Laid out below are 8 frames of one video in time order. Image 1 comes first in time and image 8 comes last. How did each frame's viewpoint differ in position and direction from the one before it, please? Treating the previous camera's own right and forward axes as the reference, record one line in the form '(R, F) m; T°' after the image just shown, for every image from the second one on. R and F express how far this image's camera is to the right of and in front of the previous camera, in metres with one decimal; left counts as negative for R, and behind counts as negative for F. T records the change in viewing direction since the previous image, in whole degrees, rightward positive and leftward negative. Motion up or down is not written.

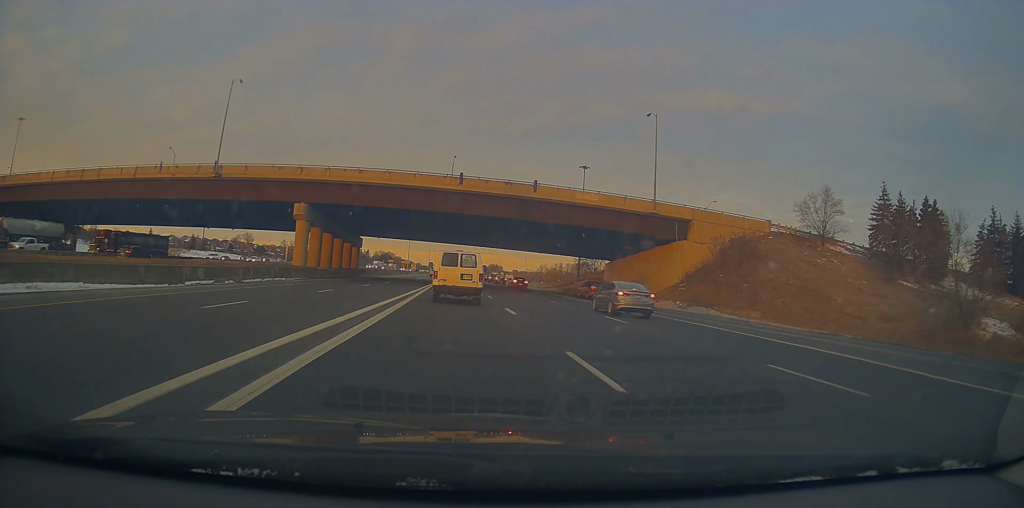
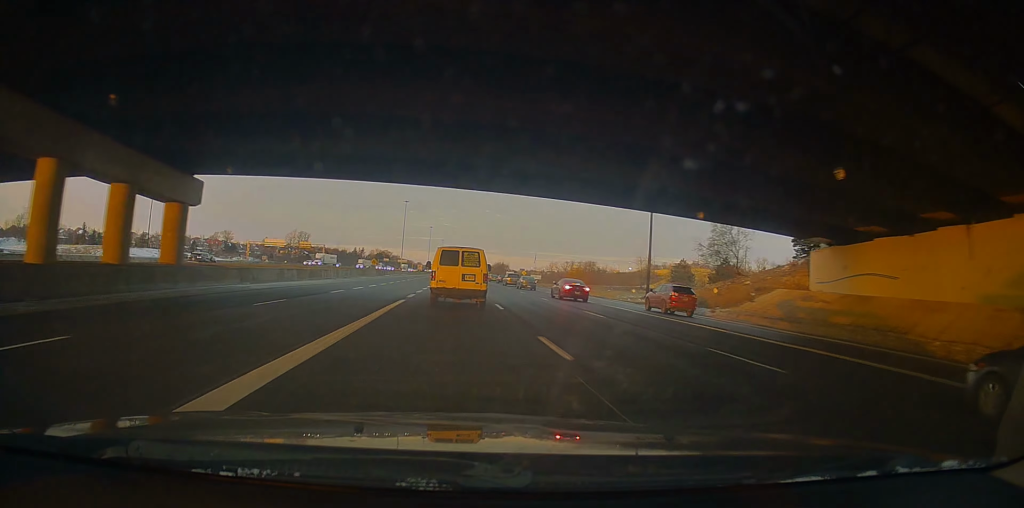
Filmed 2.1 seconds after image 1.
(+1.0, +59.9) m; +1°
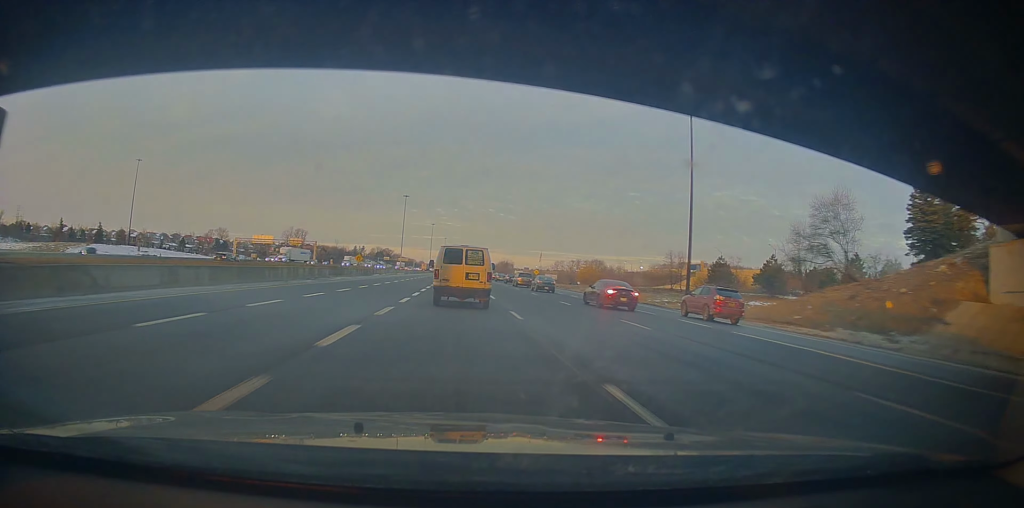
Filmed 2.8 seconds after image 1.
(-0.3, +18.7) m; 0°
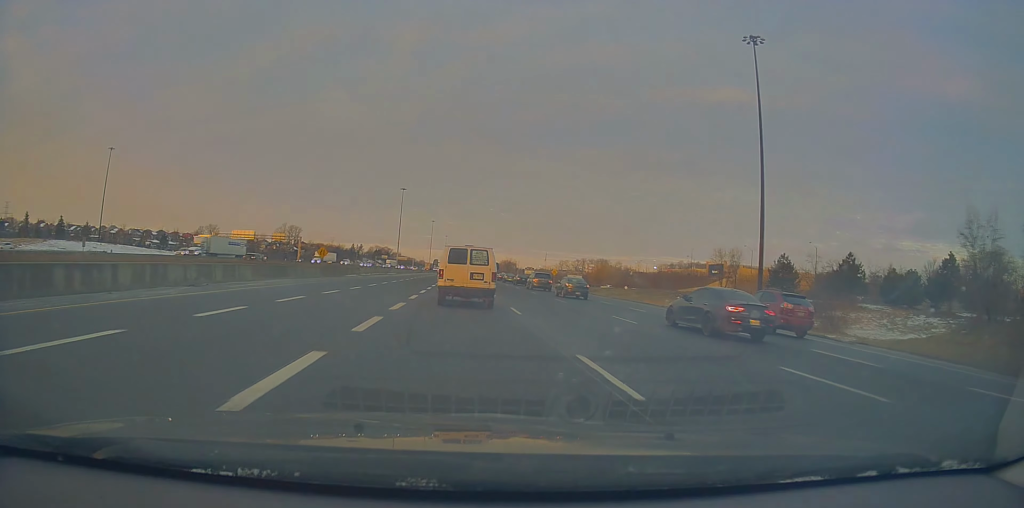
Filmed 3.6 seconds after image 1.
(+0.4, +23.2) m; 0°
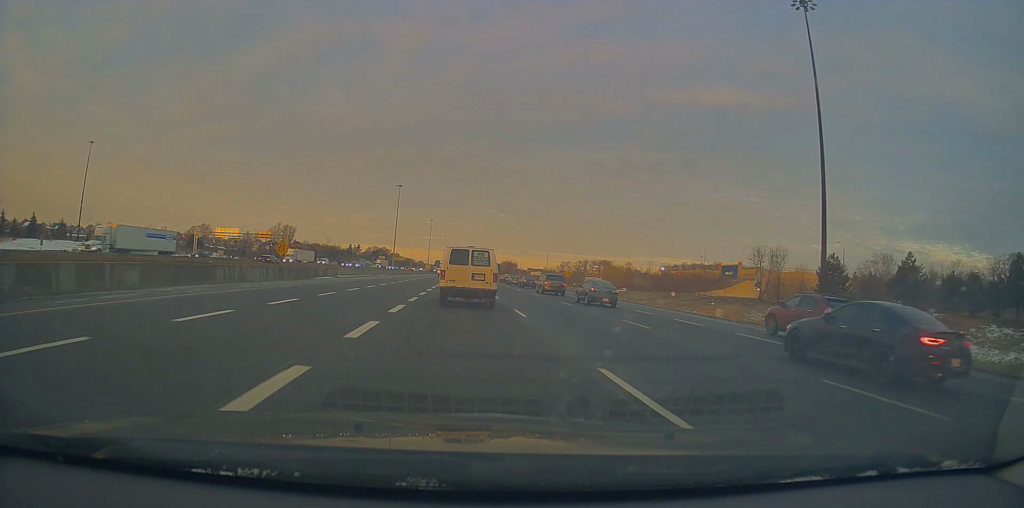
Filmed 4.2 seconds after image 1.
(-0.1, +13.2) m; -1°
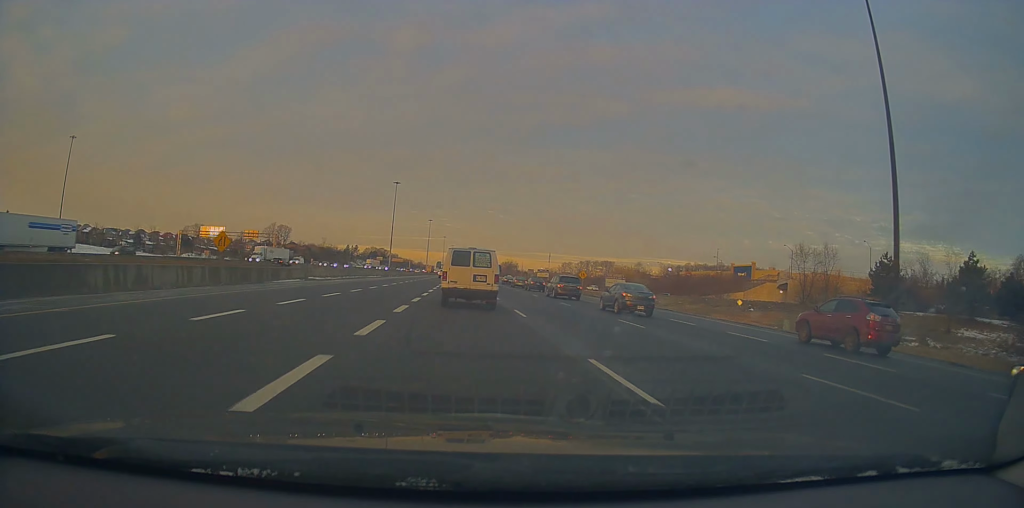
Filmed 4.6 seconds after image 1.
(0.0, +11.5) m; -1°
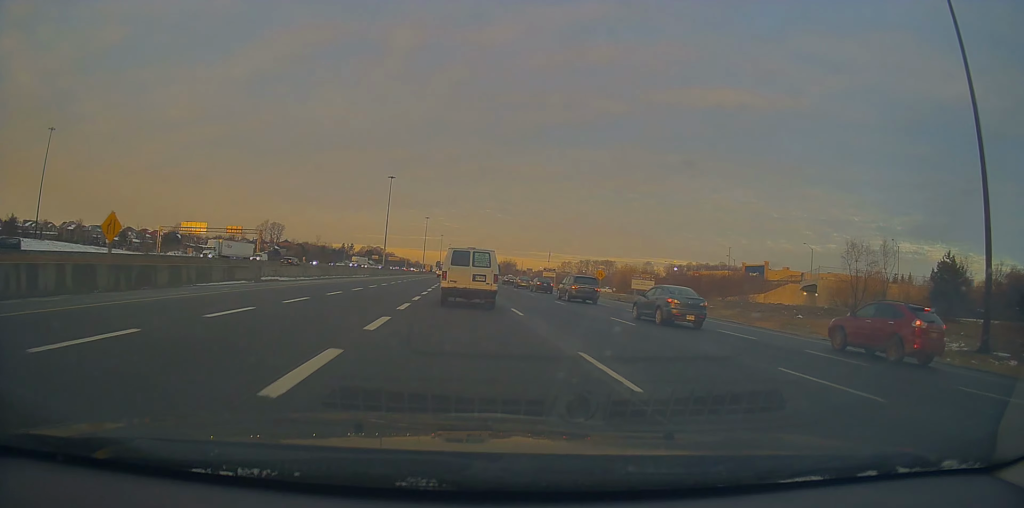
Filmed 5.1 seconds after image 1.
(-0.2, +11.1) m; 0°
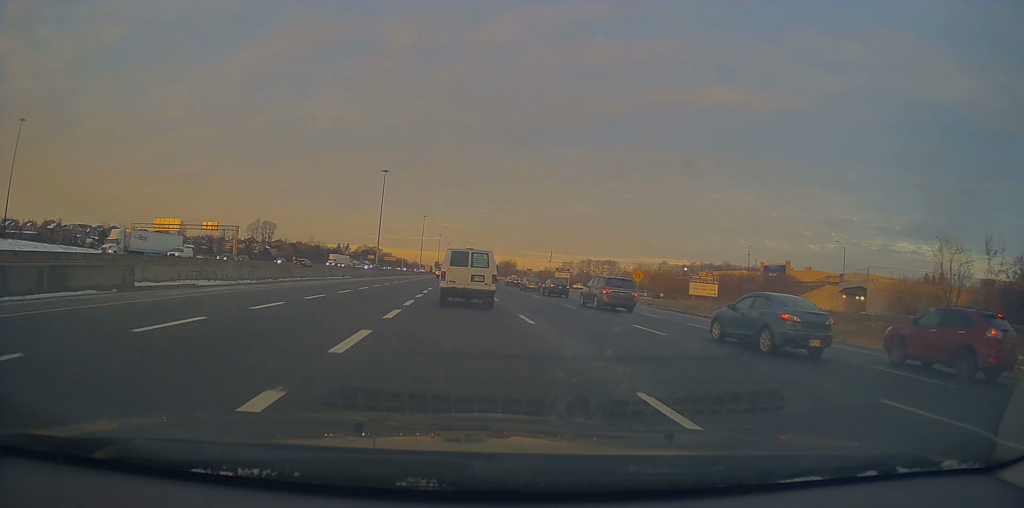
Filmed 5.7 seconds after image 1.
(-0.2, +15.0) m; 0°
